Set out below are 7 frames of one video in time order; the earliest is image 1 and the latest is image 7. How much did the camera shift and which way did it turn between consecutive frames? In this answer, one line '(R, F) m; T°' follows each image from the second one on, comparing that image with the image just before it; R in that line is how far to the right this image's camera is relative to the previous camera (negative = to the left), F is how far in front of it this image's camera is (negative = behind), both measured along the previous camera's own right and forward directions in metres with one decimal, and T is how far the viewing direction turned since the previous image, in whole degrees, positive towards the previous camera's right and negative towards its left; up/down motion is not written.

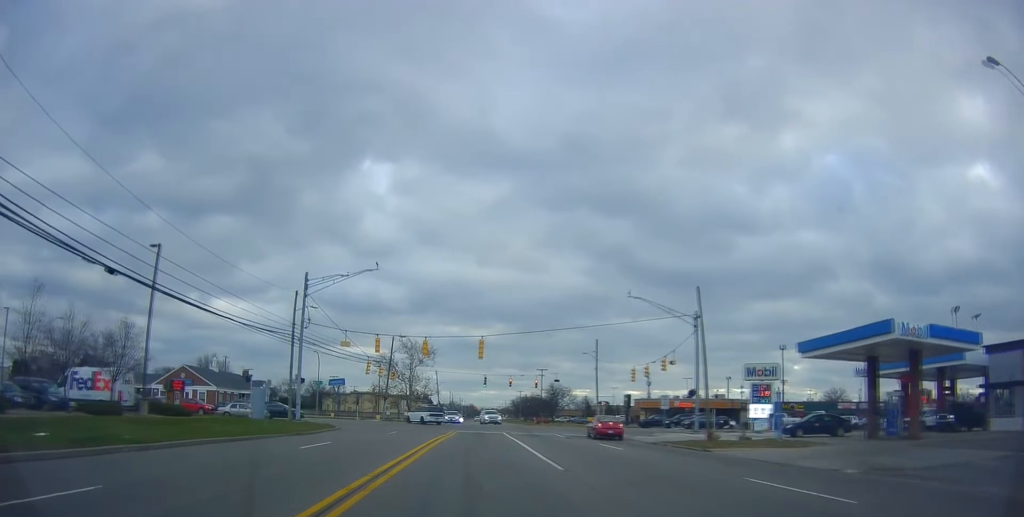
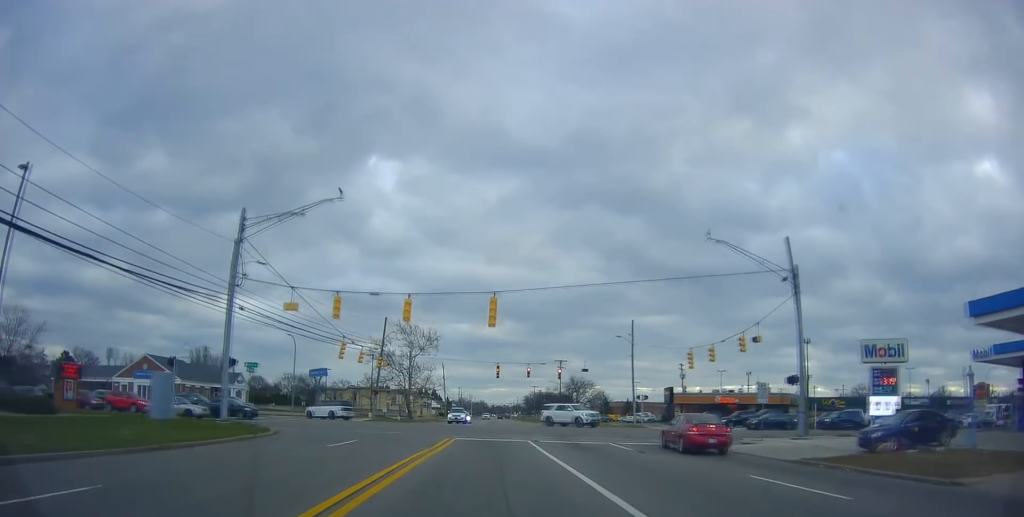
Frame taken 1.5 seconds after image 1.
(-0.3, +15.4) m; -1°
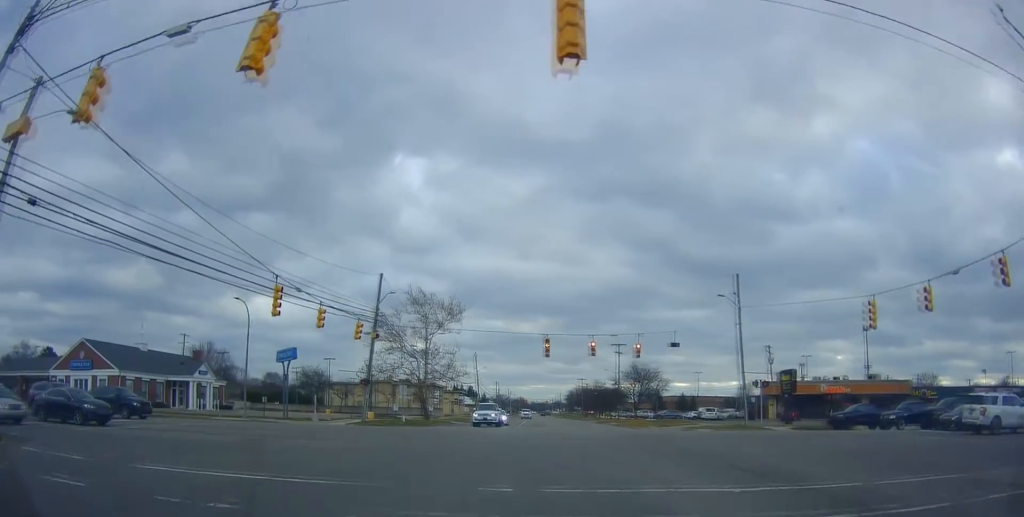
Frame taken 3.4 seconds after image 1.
(-1.4, +22.4) m; -12°
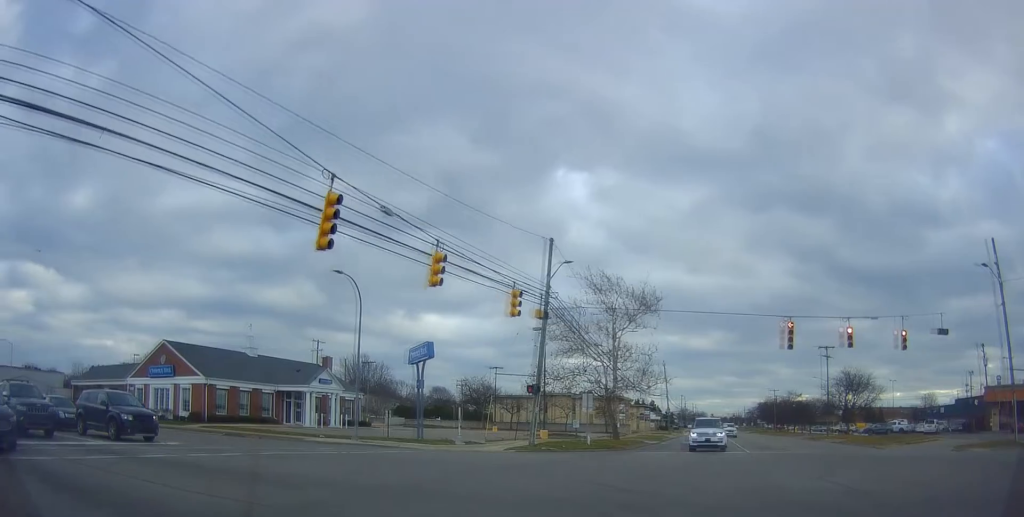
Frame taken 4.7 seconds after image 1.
(-1.9, +13.6) m; -16°
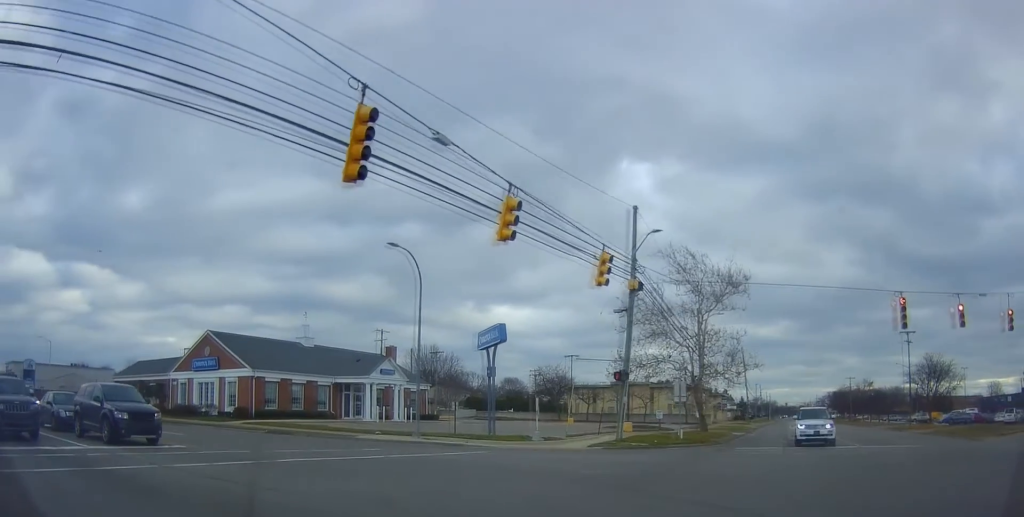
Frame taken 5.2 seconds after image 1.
(-0.2, +4.3) m; -6°
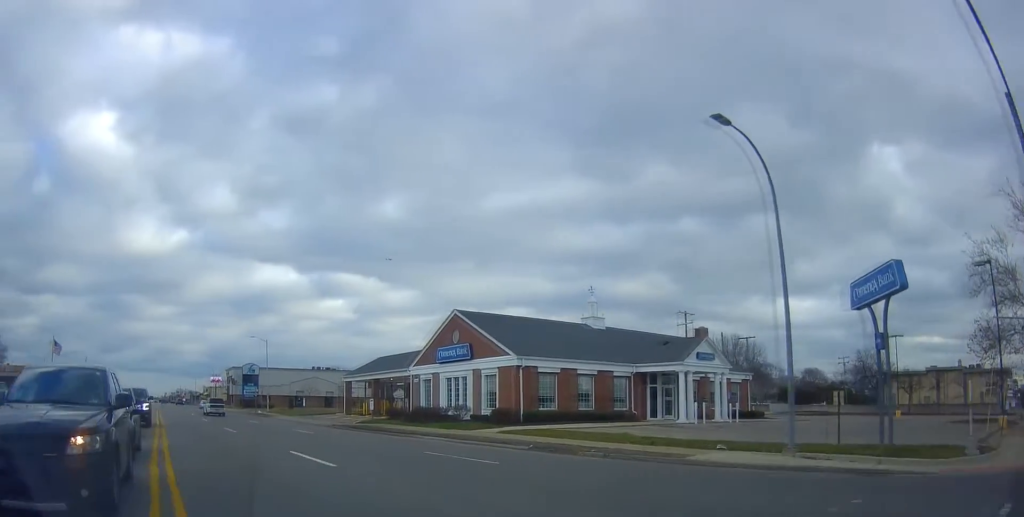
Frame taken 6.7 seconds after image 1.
(-3.3, +12.1) m; -35°
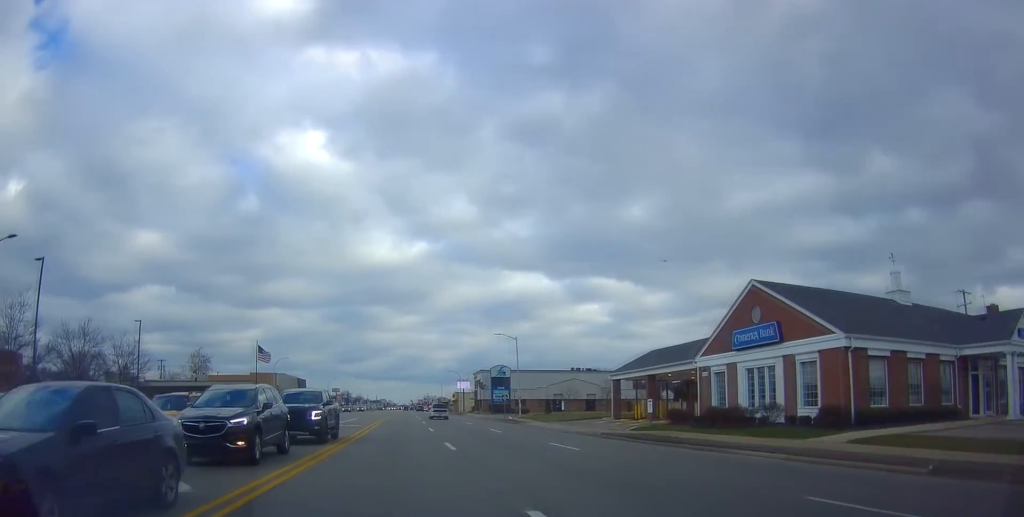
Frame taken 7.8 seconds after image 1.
(-2.1, +9.4) m; -18°
